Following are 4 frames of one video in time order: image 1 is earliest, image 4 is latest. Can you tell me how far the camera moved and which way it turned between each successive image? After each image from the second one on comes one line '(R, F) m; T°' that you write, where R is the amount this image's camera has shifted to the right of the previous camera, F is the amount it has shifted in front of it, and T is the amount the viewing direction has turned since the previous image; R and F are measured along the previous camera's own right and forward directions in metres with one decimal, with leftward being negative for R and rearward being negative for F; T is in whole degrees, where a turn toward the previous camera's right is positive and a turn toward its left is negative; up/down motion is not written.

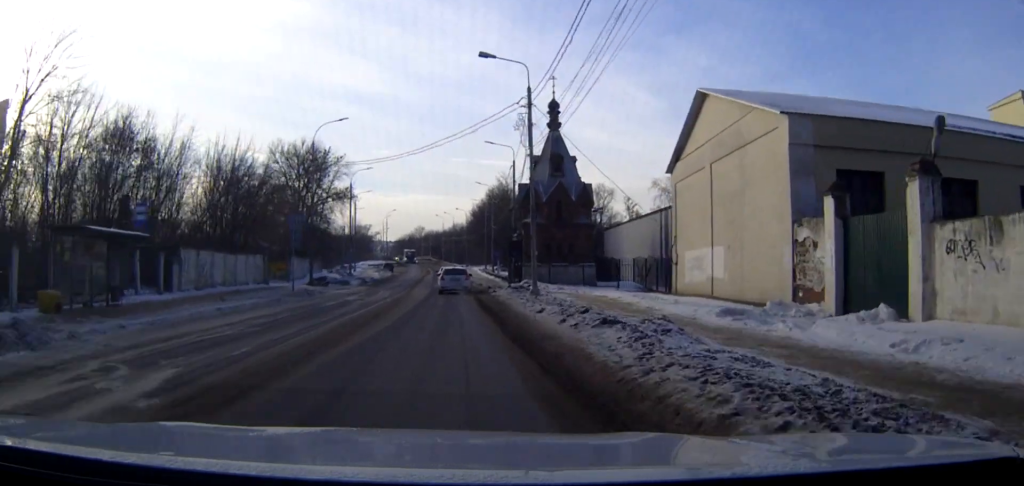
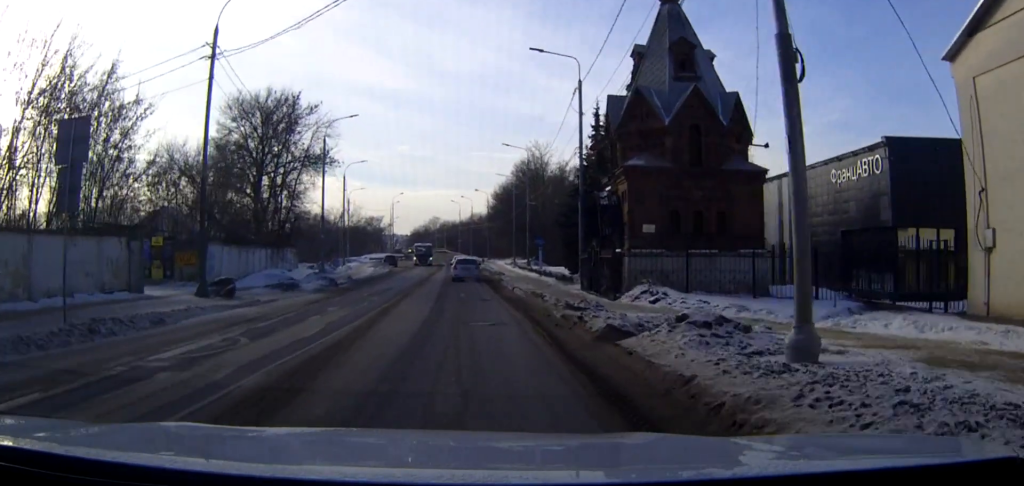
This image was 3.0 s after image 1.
(-0.4, +24.2) m; -1°
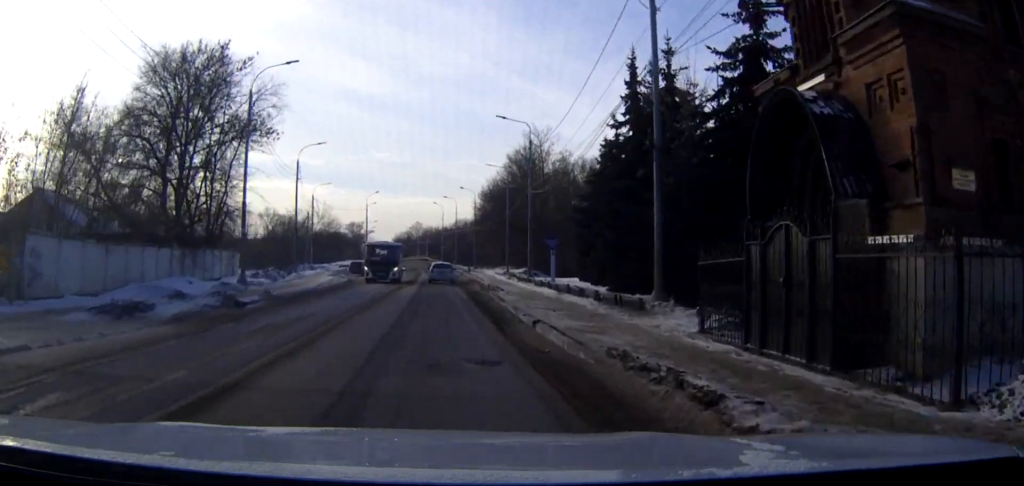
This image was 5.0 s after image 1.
(+0.1, +15.9) m; 0°
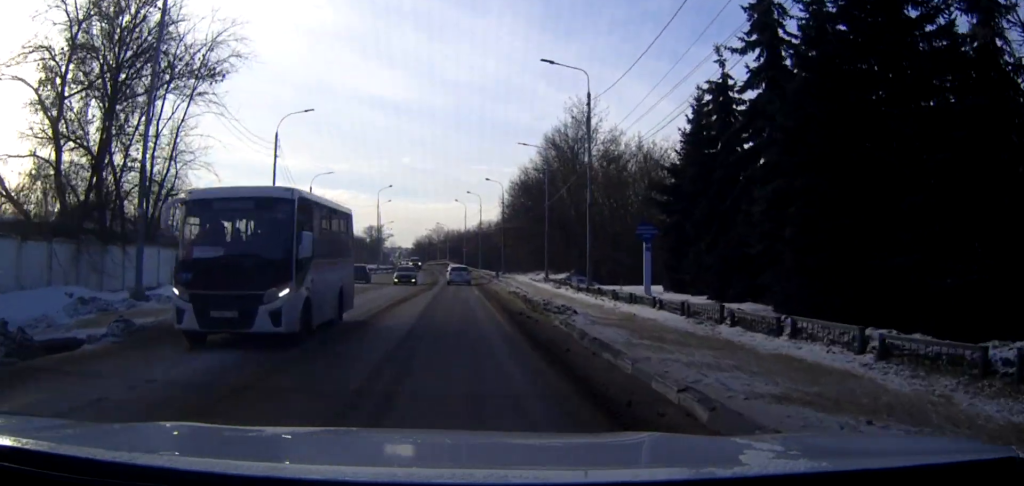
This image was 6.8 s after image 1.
(-0.3, +14.0) m; -1°
